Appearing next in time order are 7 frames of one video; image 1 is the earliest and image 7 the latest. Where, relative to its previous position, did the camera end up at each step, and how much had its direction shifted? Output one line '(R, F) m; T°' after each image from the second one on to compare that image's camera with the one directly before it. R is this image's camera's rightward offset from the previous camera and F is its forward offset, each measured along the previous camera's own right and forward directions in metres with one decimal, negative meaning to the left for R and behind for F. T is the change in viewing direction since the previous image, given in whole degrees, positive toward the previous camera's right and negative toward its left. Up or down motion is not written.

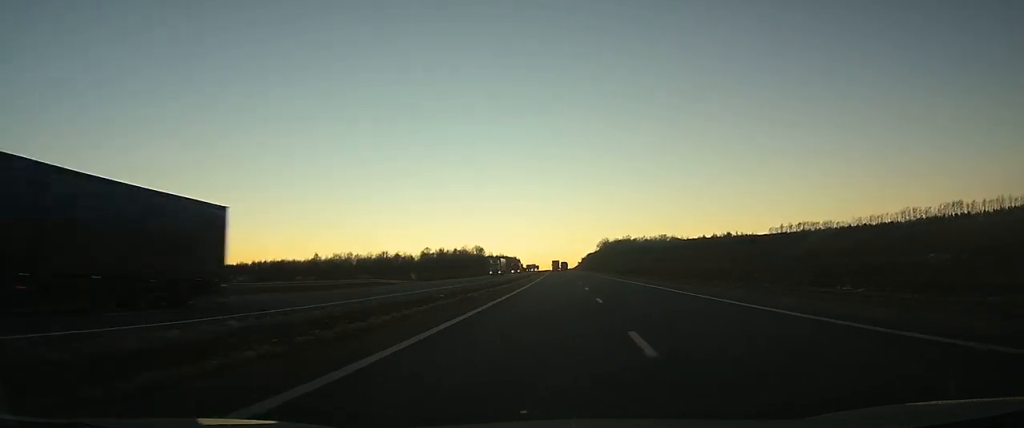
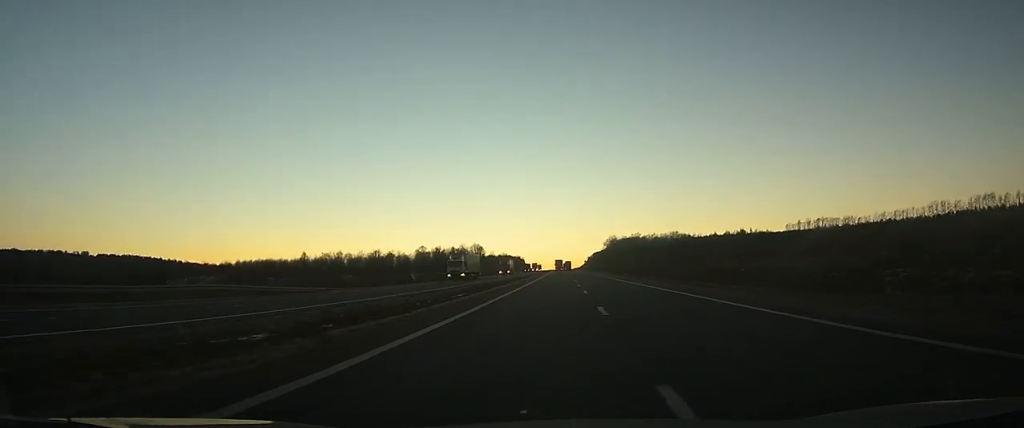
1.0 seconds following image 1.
(-0.3, +29.4) m; -1°
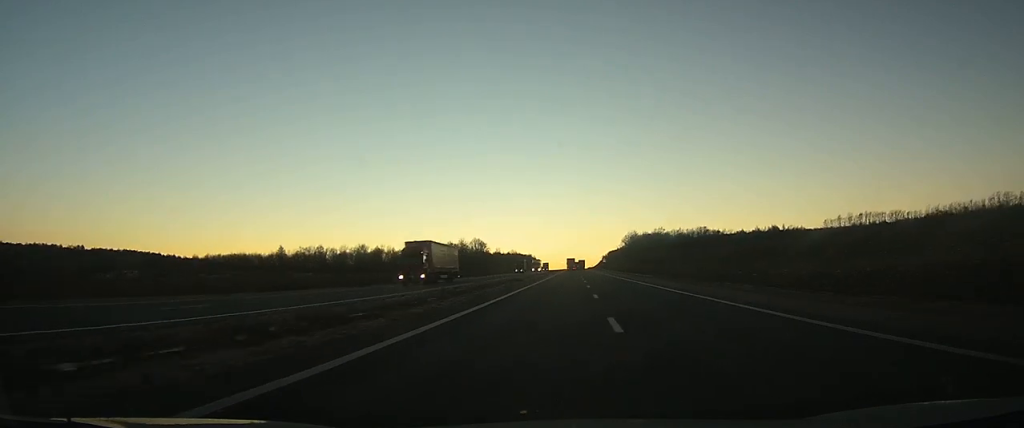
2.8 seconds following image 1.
(-0.6, +51.9) m; -1°
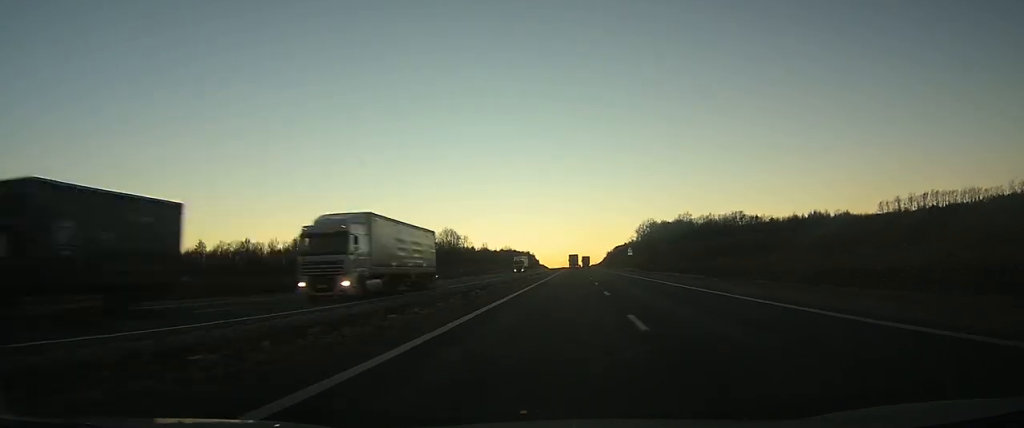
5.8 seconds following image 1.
(-0.4, +83.2) m; 0°
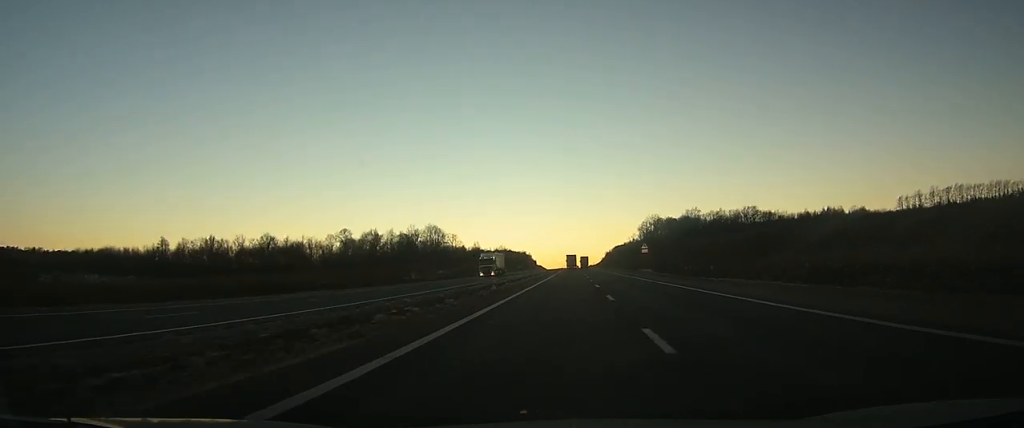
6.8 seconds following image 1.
(+0.1, +26.5) m; 0°
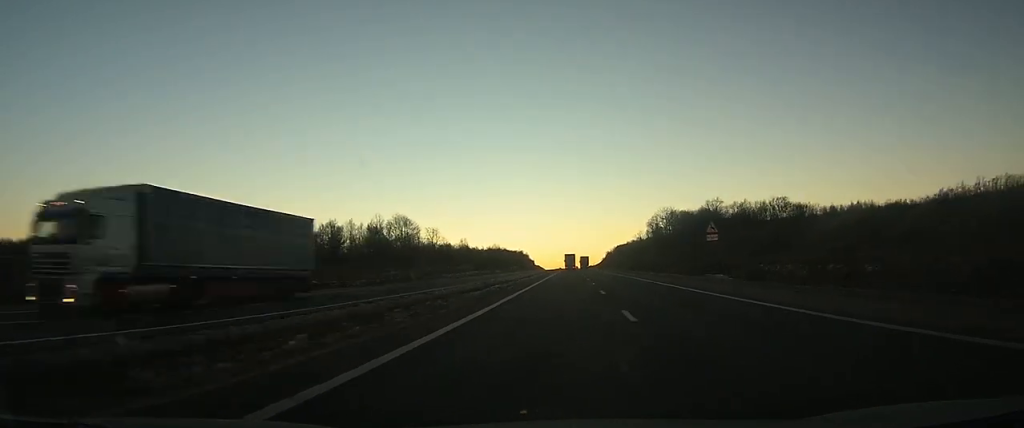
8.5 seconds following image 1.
(0.0, +43.6) m; 0°
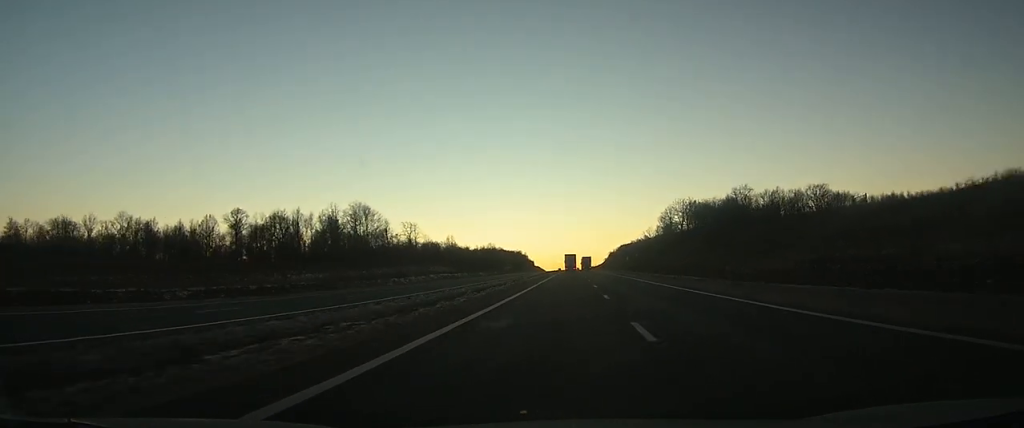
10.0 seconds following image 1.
(0.0, +39.5) m; 0°
